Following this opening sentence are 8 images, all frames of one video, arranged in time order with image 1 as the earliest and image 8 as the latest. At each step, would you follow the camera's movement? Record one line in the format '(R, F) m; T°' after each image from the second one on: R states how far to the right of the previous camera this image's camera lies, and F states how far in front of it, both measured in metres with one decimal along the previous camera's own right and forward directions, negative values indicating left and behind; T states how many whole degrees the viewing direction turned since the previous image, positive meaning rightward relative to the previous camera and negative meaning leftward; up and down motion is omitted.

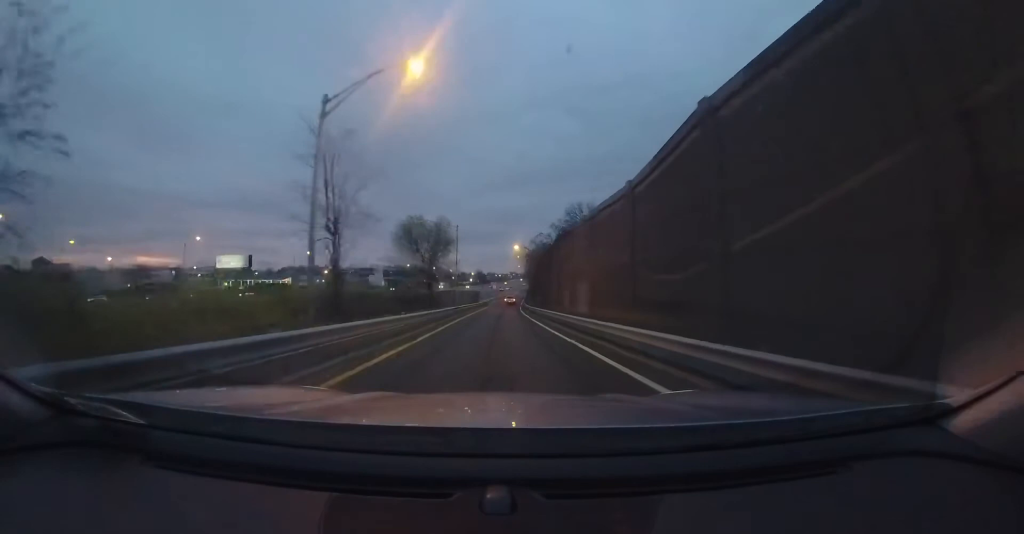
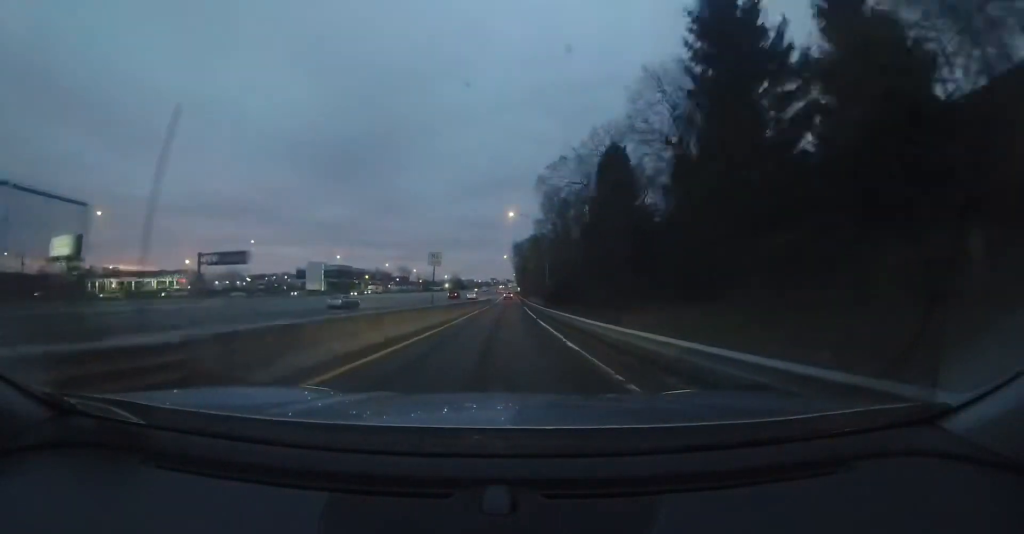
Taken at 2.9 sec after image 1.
(+0.9, +57.5) m; +2°
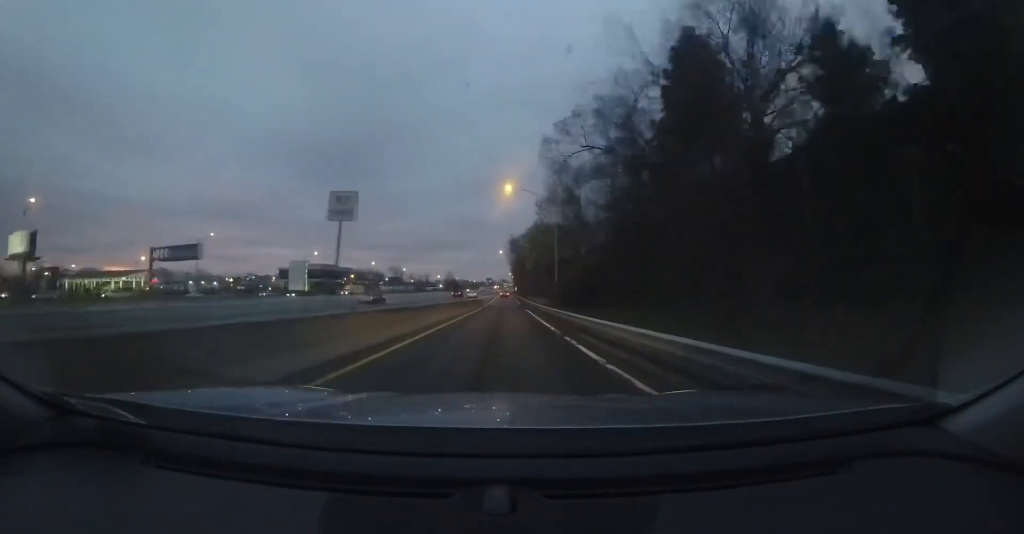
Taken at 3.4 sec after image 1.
(-0.1, +11.1) m; 0°
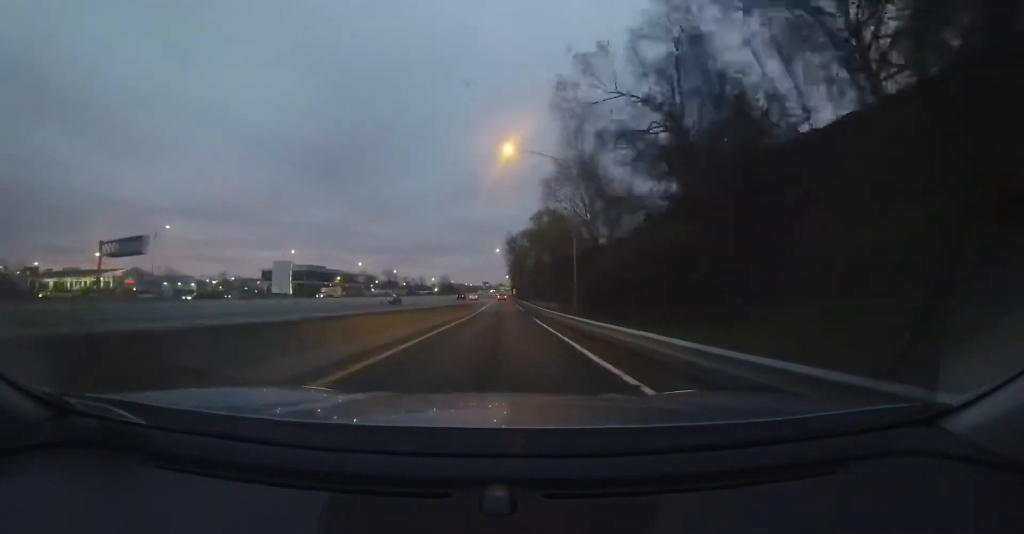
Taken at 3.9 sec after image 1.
(-0.3, +10.5) m; 0°
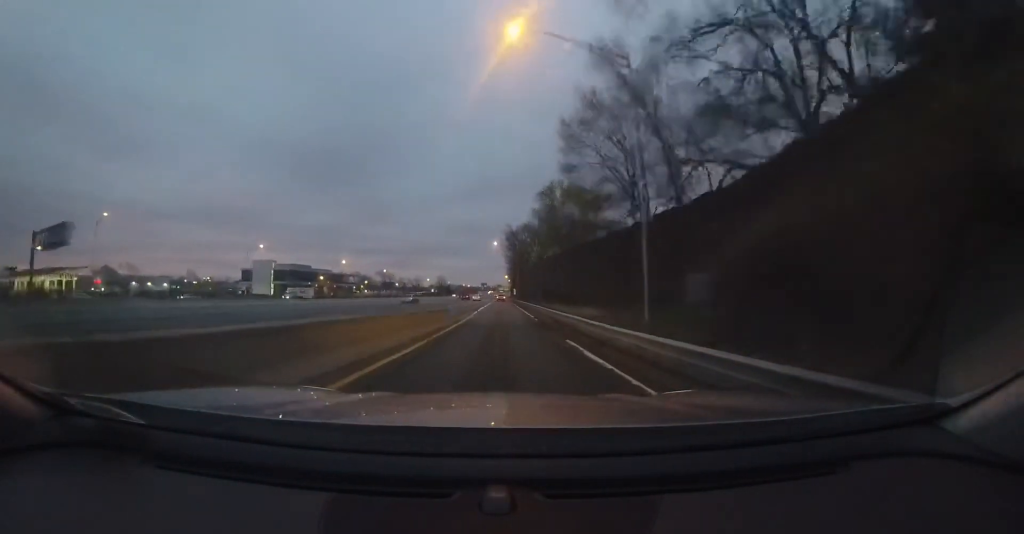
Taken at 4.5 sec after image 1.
(+0.1, +12.7) m; 0°
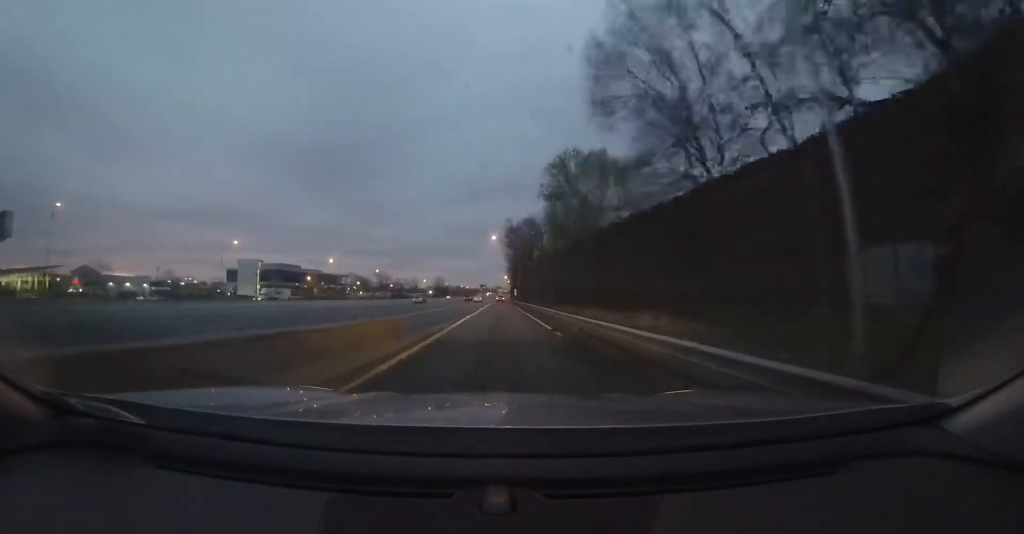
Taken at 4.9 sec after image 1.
(+0.2, +8.5) m; 0°
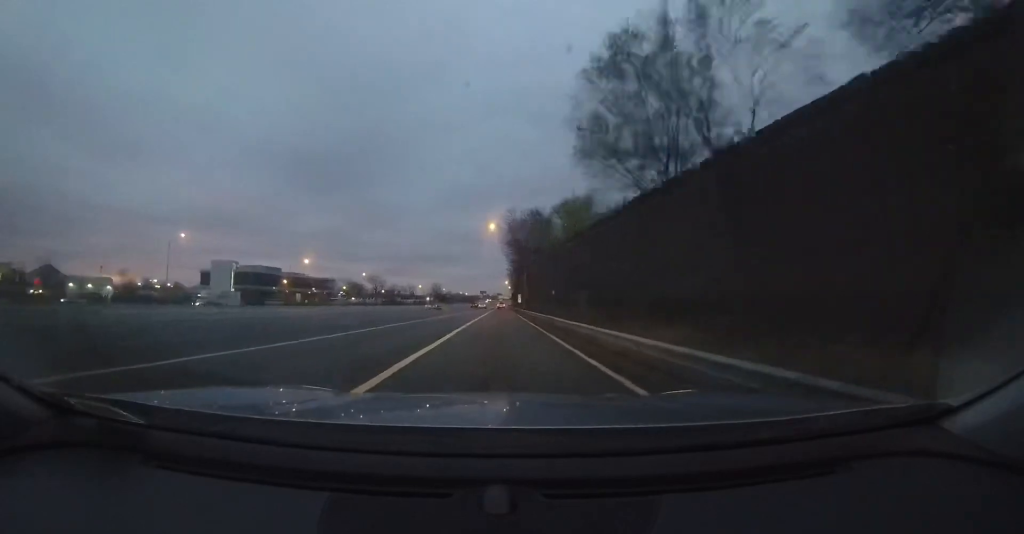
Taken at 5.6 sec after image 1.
(-0.1, +15.0) m; 0°
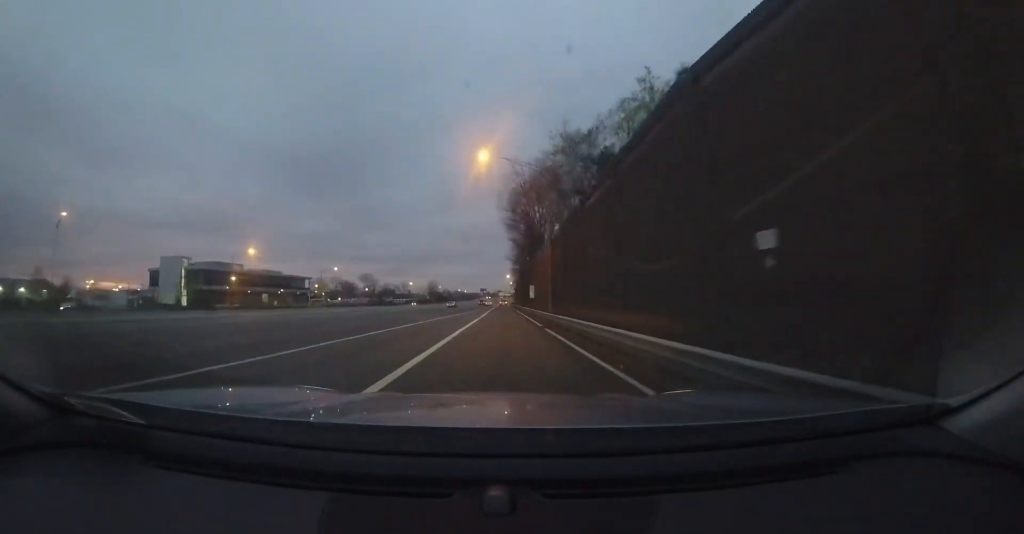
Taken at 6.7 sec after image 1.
(-0.1, +23.2) m; 0°
